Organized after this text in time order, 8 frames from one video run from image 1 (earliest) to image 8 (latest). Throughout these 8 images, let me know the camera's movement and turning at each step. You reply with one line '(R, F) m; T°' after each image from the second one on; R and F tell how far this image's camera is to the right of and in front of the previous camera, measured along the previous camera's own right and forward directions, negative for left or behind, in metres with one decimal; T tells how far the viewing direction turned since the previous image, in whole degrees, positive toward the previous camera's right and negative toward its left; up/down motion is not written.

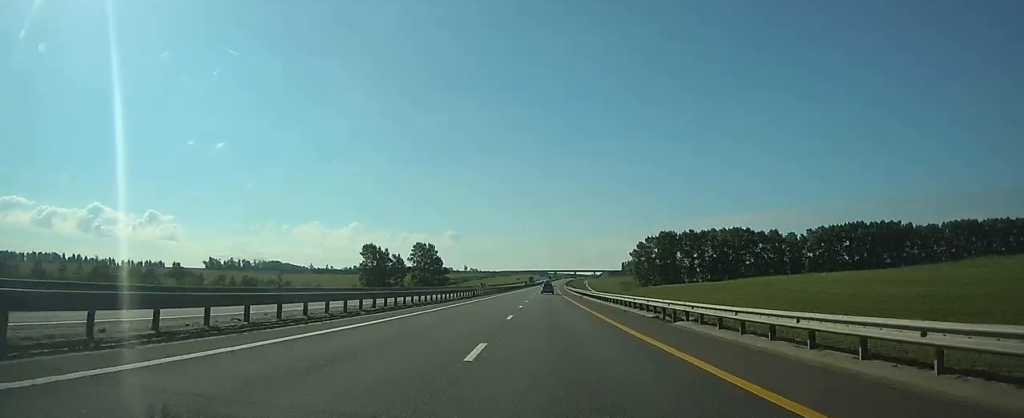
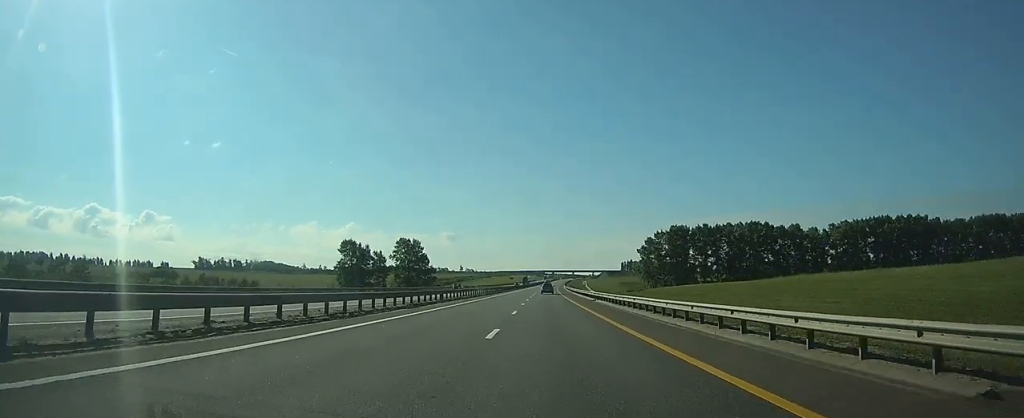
(+0.1, +20.0) m; 0°
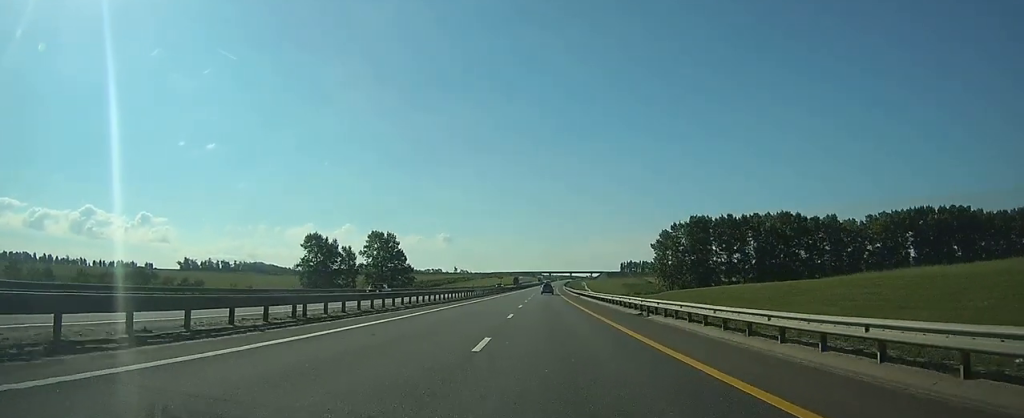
(+0.1, +26.7) m; 0°
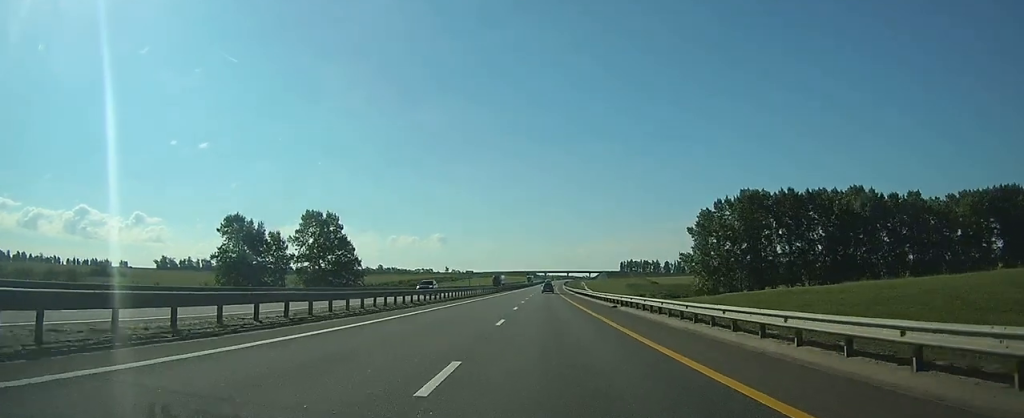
(+0.2, +41.1) m; +1°
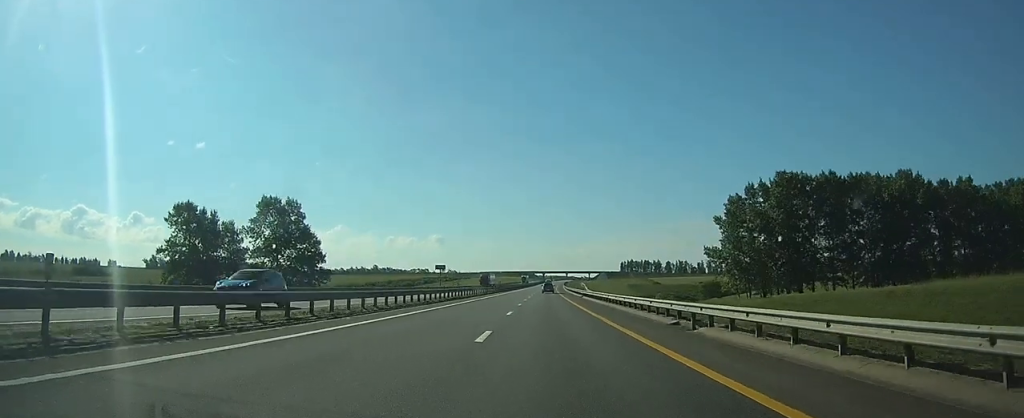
(0.0, +17.8) m; 0°
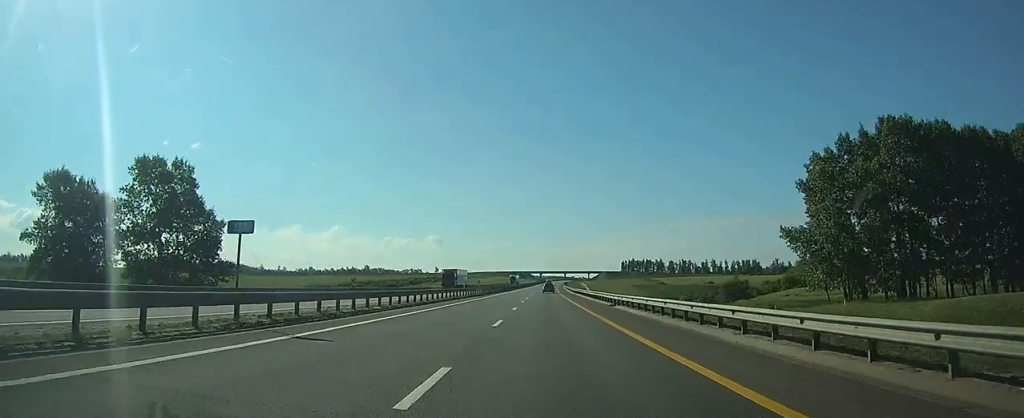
(+0.1, +31.1) m; 0°
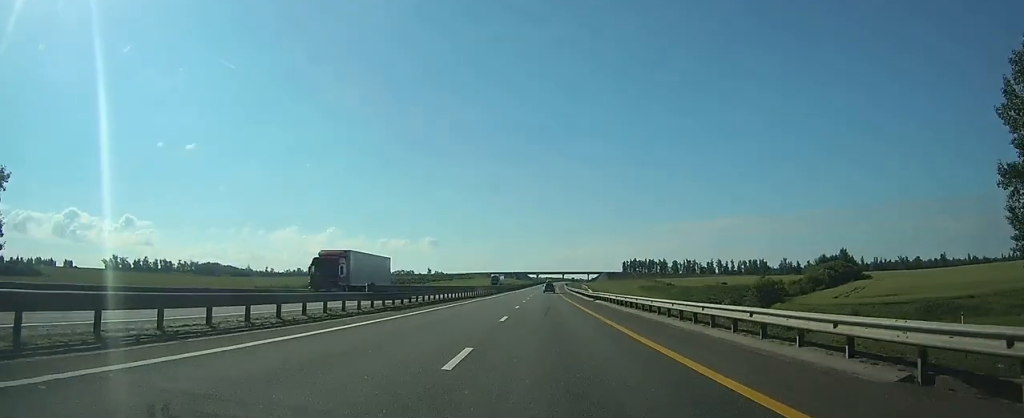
(0.0, +33.3) m; 0°
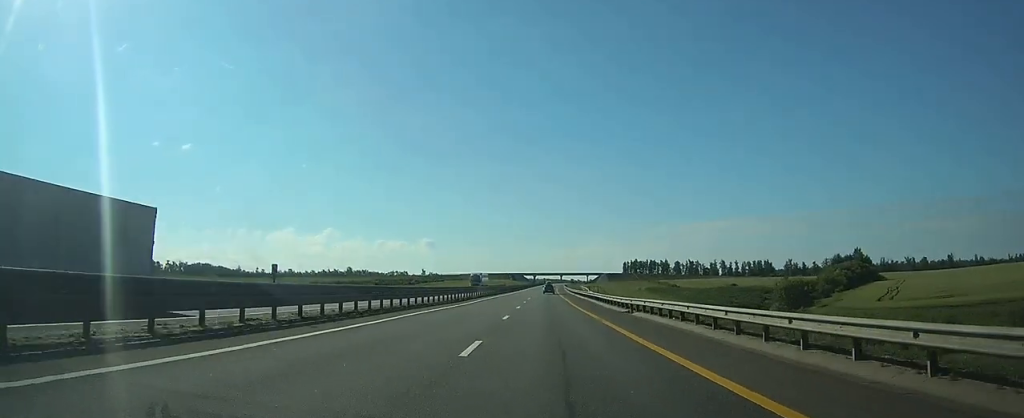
(+0.1, +22.1) m; 0°
